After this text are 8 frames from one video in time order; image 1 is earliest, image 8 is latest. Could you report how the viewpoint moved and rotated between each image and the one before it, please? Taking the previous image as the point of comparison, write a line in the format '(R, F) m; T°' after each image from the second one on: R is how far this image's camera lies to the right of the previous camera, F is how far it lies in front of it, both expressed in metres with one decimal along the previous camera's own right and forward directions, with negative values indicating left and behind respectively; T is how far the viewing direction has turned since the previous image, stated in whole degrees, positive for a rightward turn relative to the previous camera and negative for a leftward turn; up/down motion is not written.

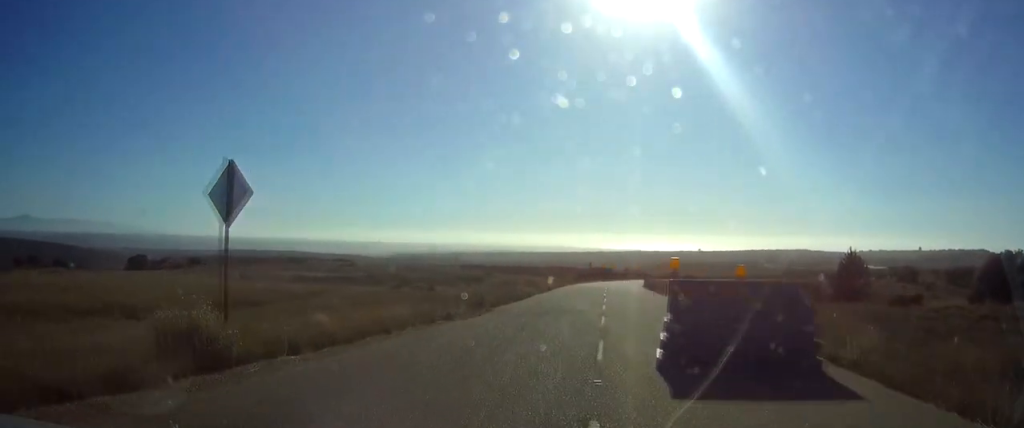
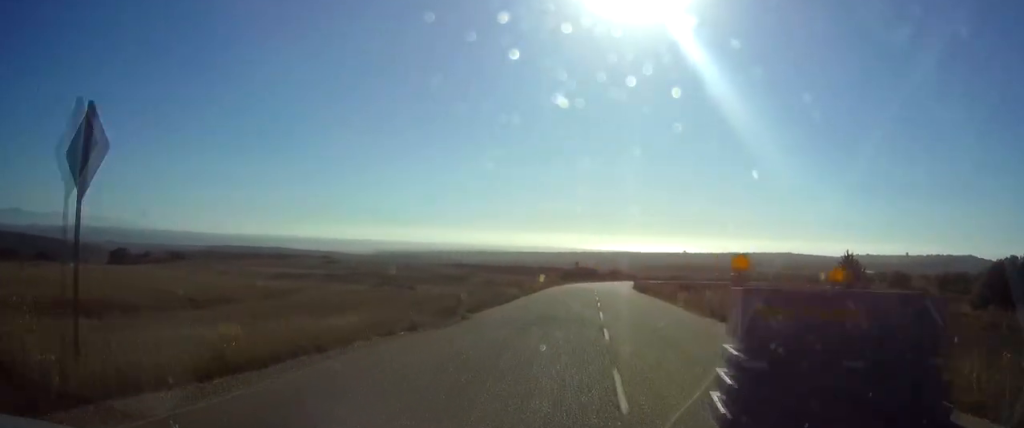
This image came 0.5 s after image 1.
(-0.1, +4.0) m; +1°
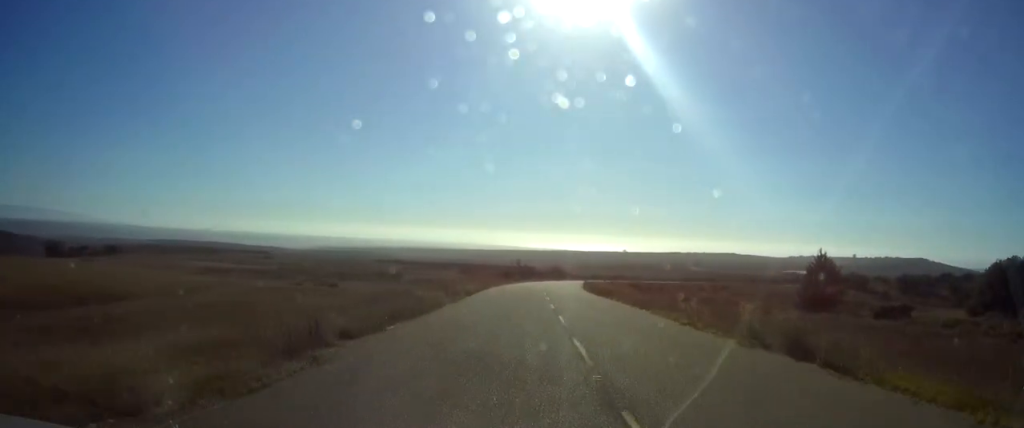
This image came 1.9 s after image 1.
(+0.5, +10.1) m; +5°
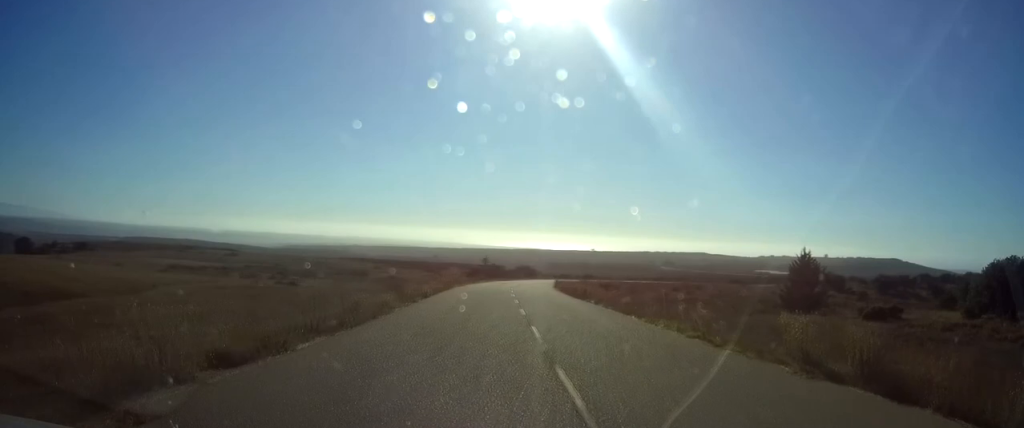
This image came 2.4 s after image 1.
(0.0, +4.4) m; +2°
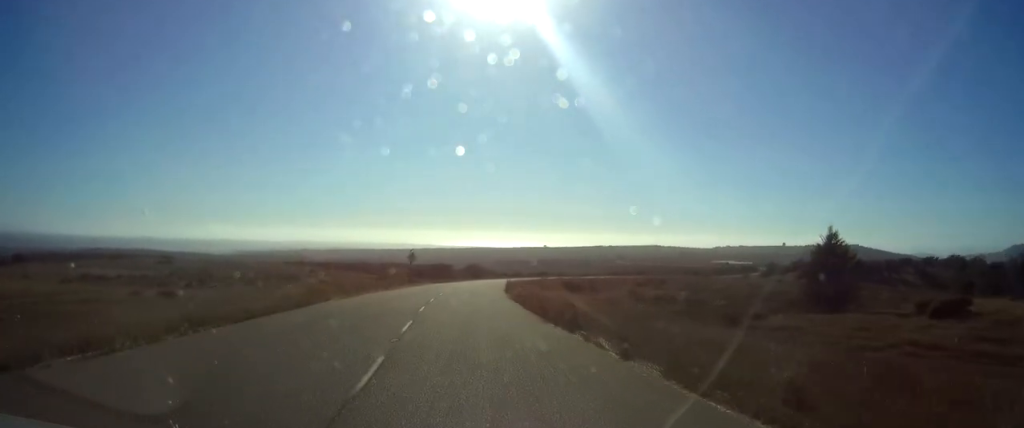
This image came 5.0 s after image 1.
(+1.7, +21.5) m; +7°
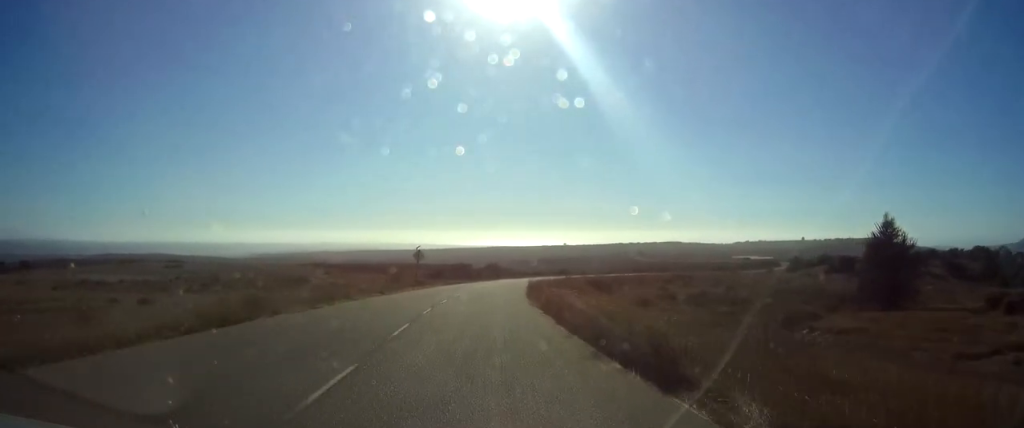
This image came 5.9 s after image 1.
(0.0, +8.1) m; 0°
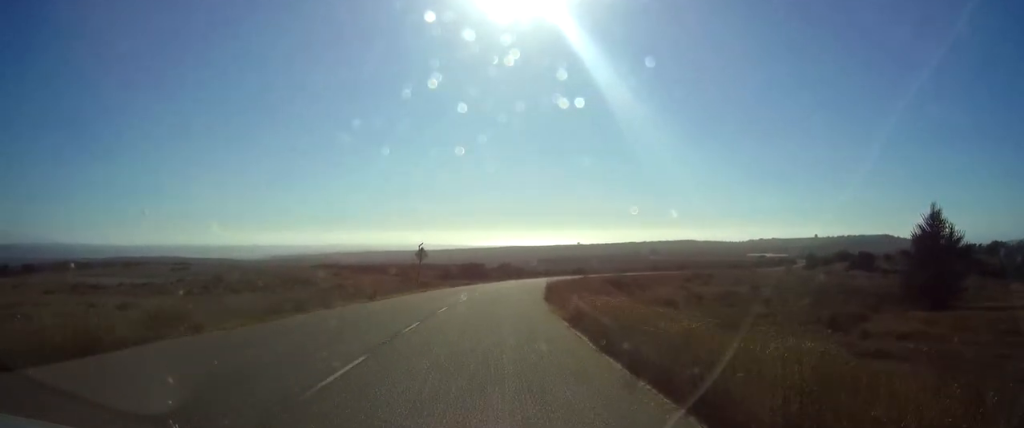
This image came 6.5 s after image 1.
(+0.1, +6.2) m; -1°
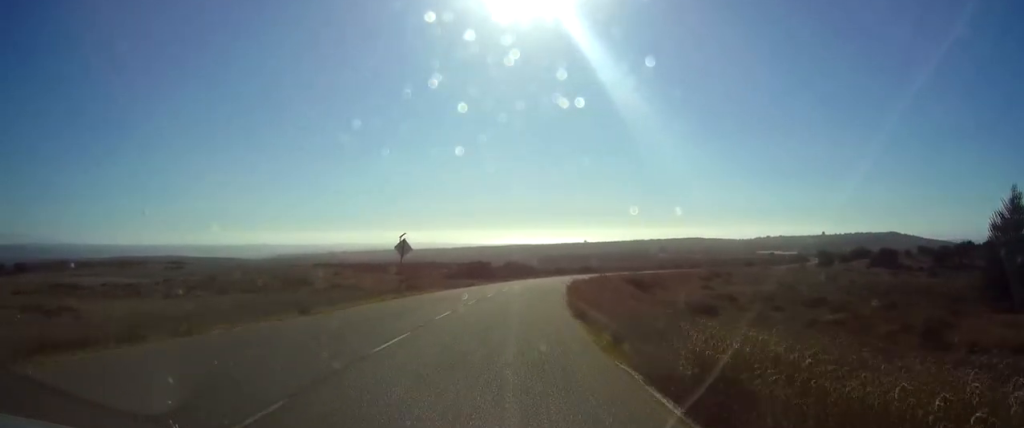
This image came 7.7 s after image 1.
(-0.2, +10.7) m; 0°
